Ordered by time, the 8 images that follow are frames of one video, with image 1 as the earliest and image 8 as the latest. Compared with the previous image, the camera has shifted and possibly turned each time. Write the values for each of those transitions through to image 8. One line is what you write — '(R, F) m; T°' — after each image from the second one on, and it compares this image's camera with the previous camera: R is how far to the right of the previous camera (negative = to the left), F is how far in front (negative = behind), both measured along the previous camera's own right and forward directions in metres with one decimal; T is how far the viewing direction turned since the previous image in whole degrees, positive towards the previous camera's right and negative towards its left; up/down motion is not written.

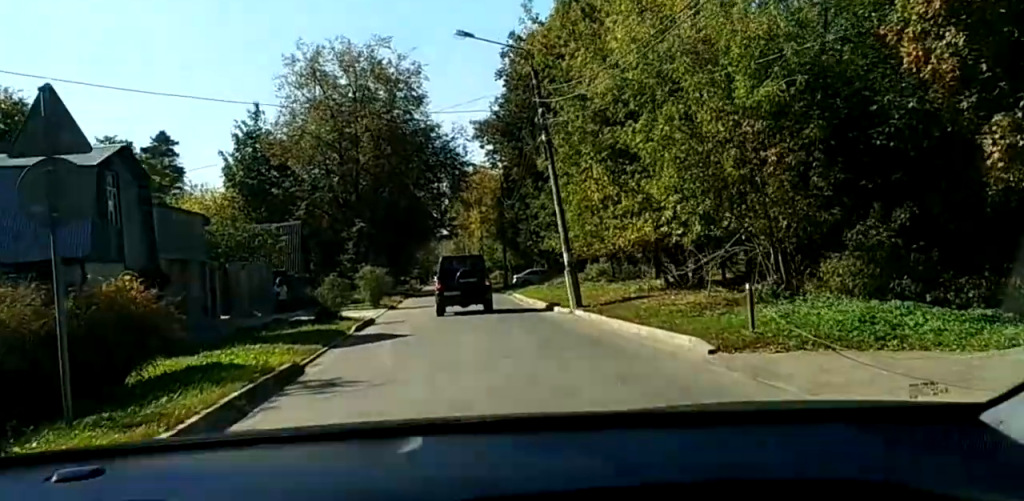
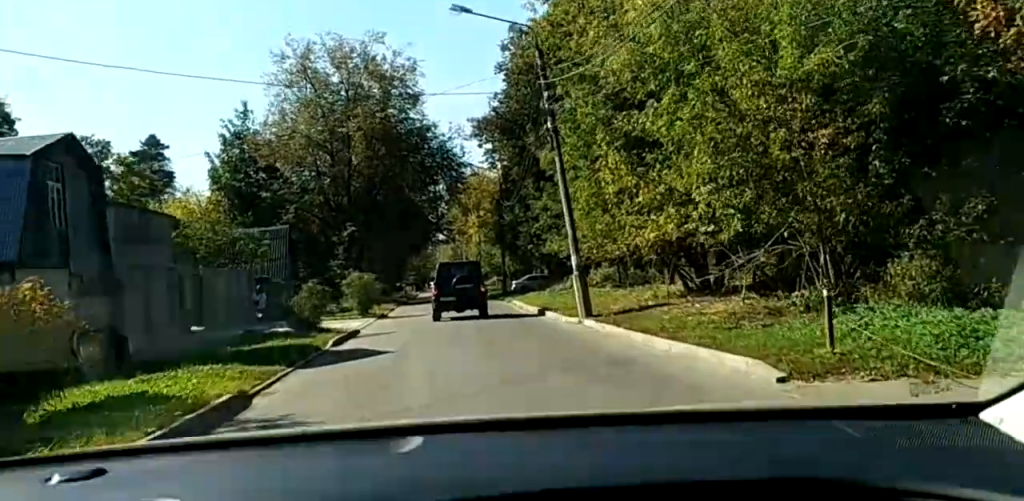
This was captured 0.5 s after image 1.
(0.0, +3.4) m; 0°
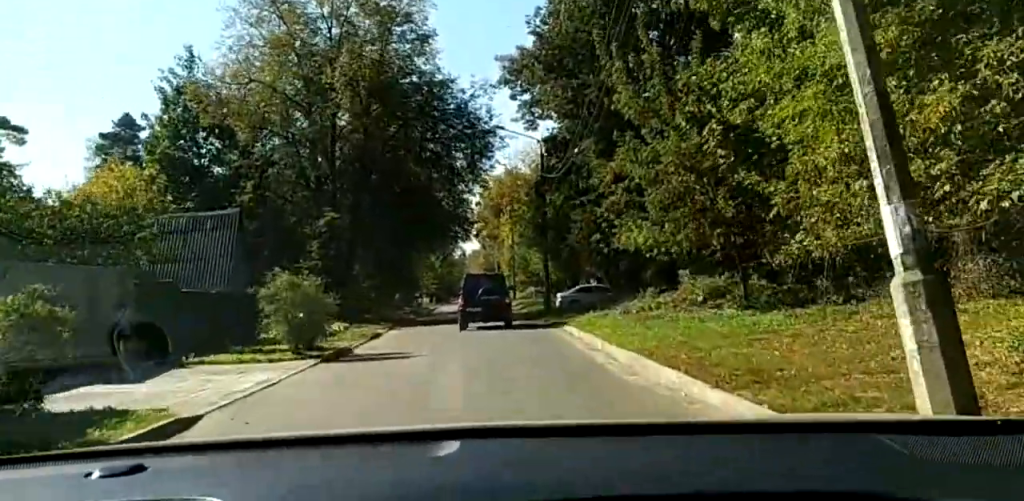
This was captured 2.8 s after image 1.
(+0.5, +19.2) m; 0°
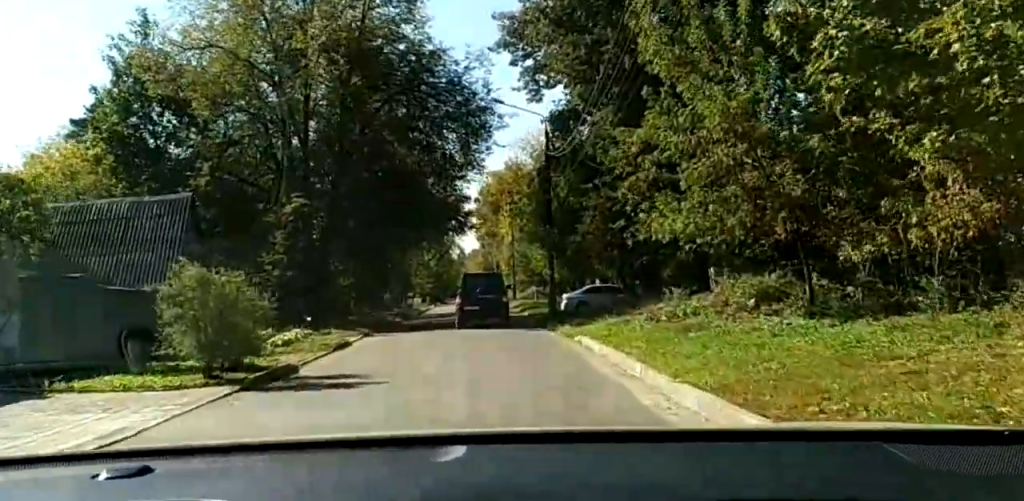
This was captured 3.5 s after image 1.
(0.0, +6.7) m; -2°
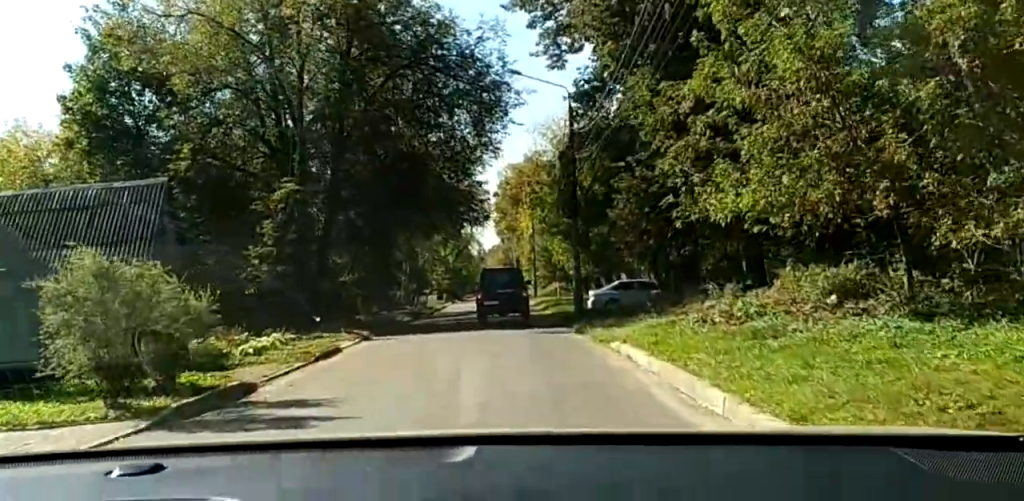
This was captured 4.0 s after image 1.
(-0.3, +5.1) m; 0°
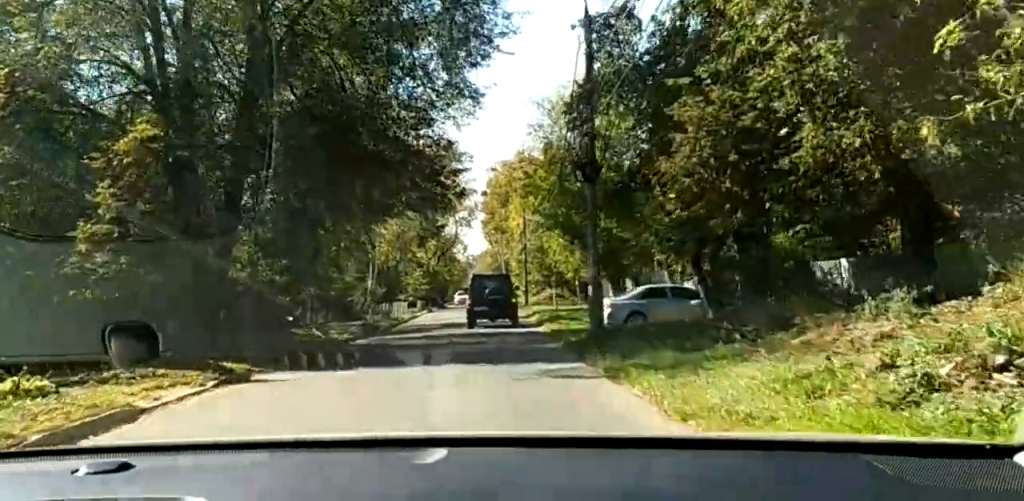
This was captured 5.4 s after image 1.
(+0.3, +13.7) m; +2°
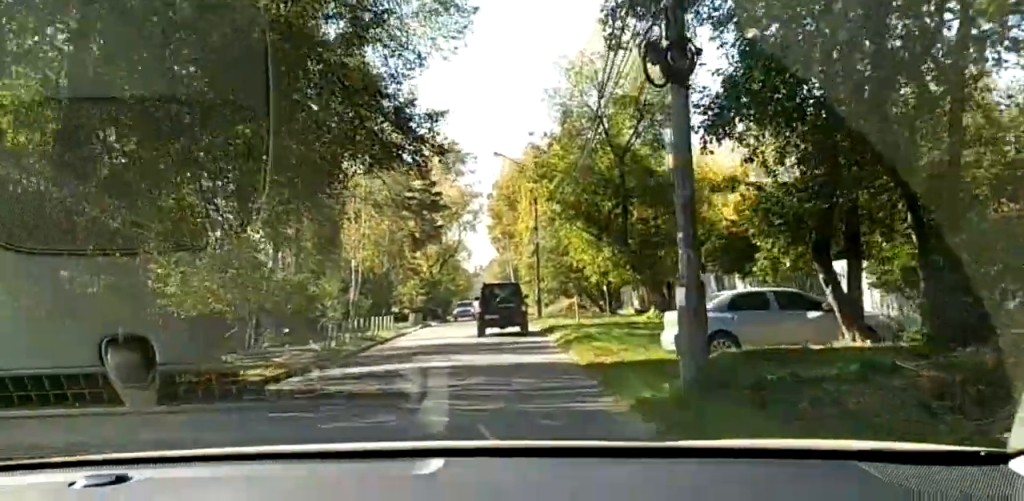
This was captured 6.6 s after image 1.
(-0.3, +12.1) m; -2°
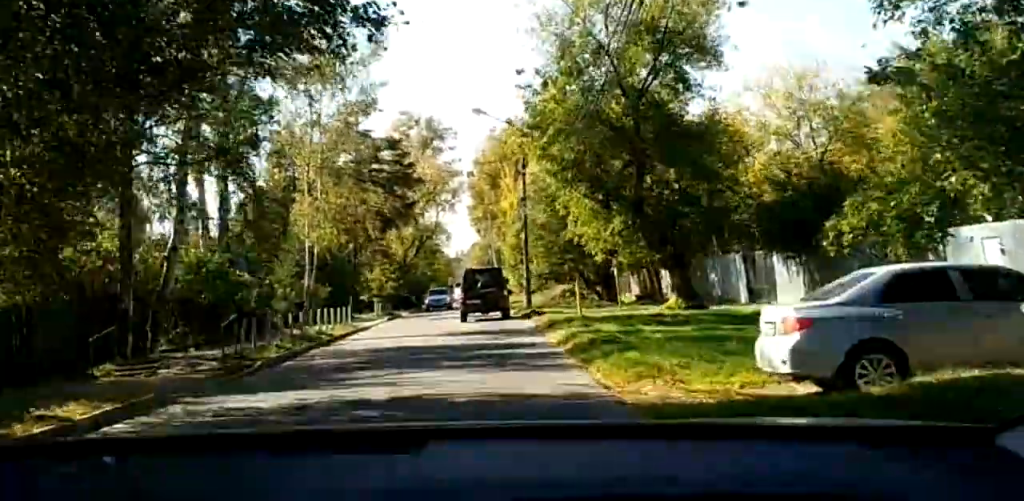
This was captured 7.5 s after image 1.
(-0.2, +9.2) m; -1°
